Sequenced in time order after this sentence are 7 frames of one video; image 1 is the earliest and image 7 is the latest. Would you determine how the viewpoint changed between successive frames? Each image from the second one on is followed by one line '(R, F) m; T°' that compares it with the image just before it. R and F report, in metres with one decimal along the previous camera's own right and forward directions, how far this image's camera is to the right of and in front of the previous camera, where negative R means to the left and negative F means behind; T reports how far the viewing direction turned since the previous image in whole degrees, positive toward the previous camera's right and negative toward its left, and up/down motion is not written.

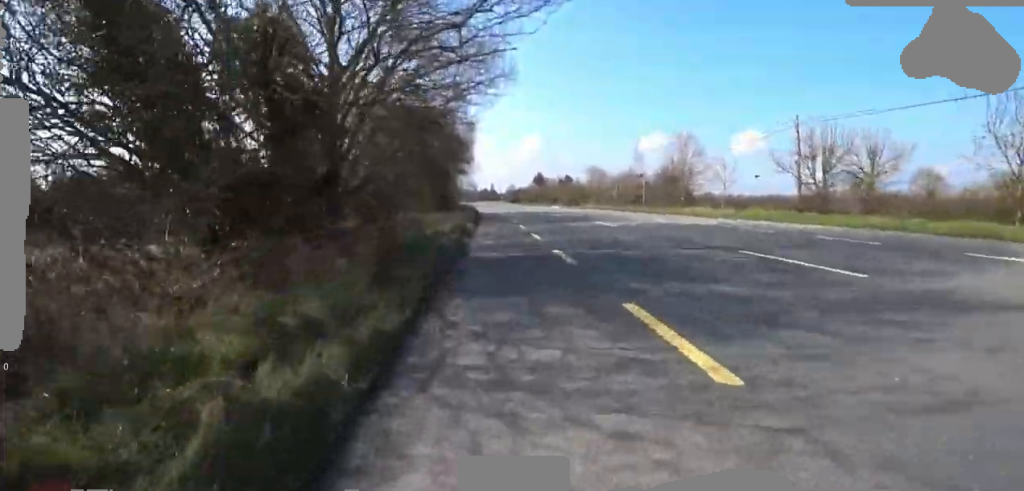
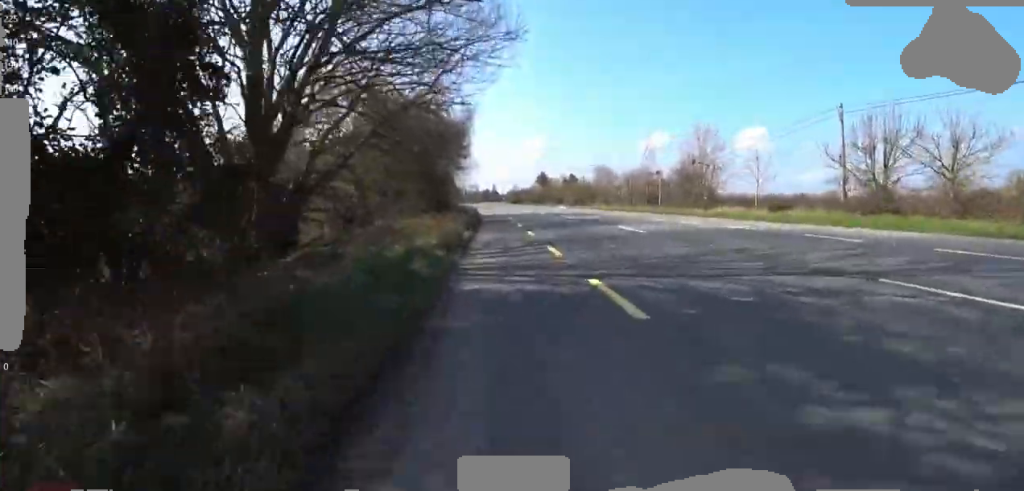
(0.0, +3.4) m; 0°
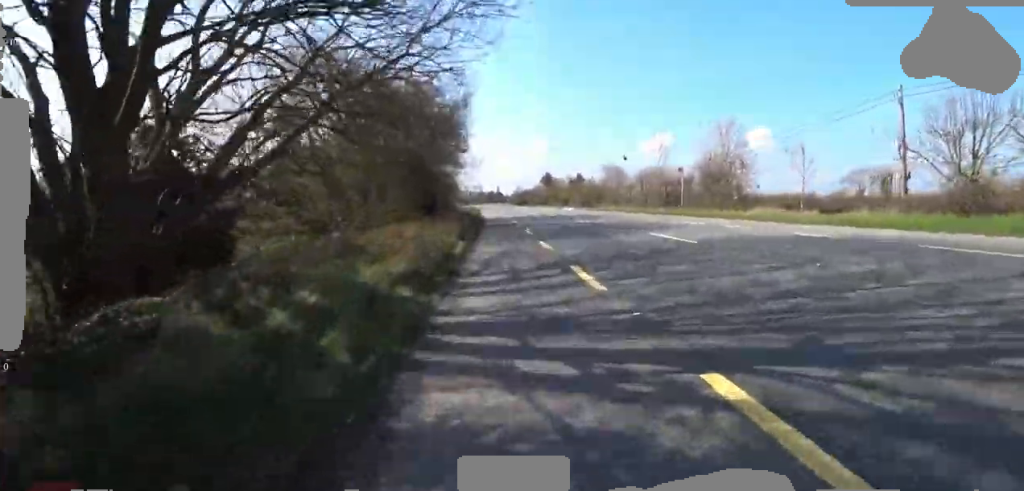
(0.0, +3.4) m; 0°
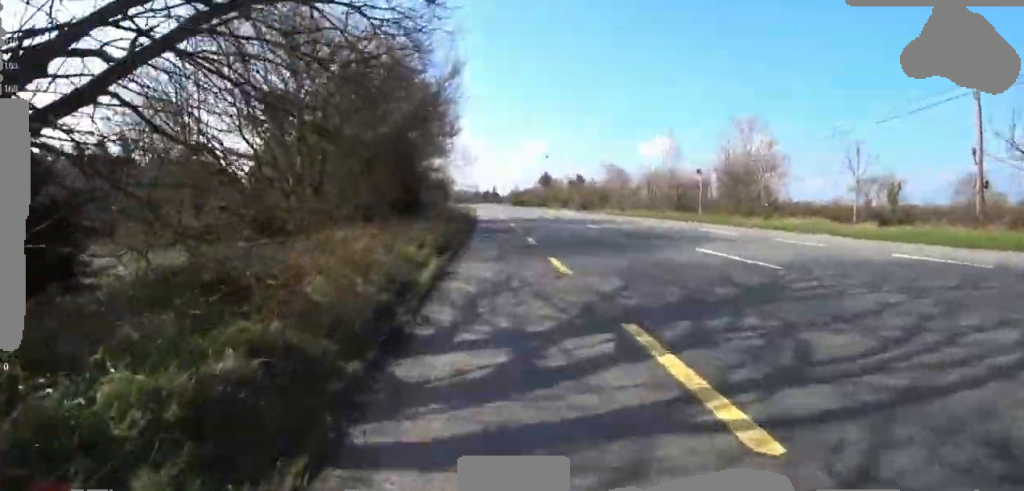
(0.0, +3.5) m; 0°
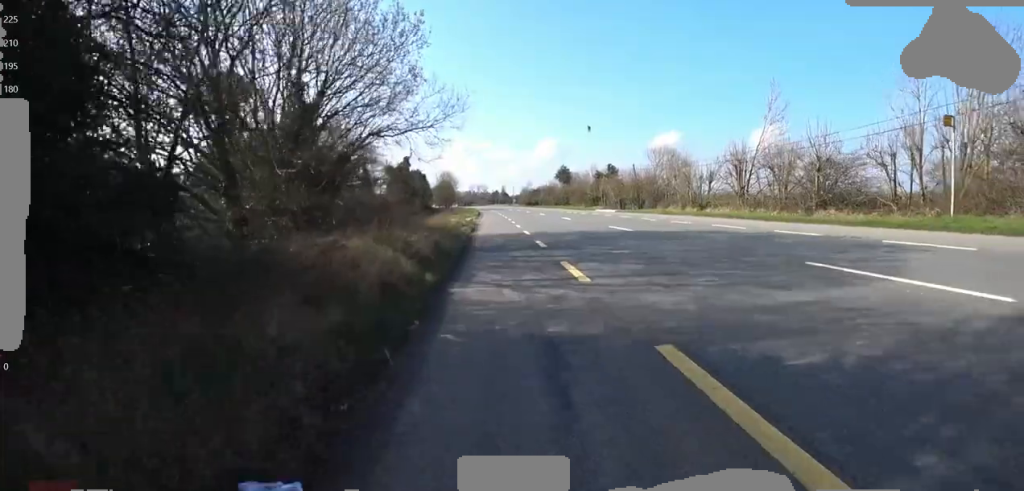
(-0.1, +15.2) m; -8°
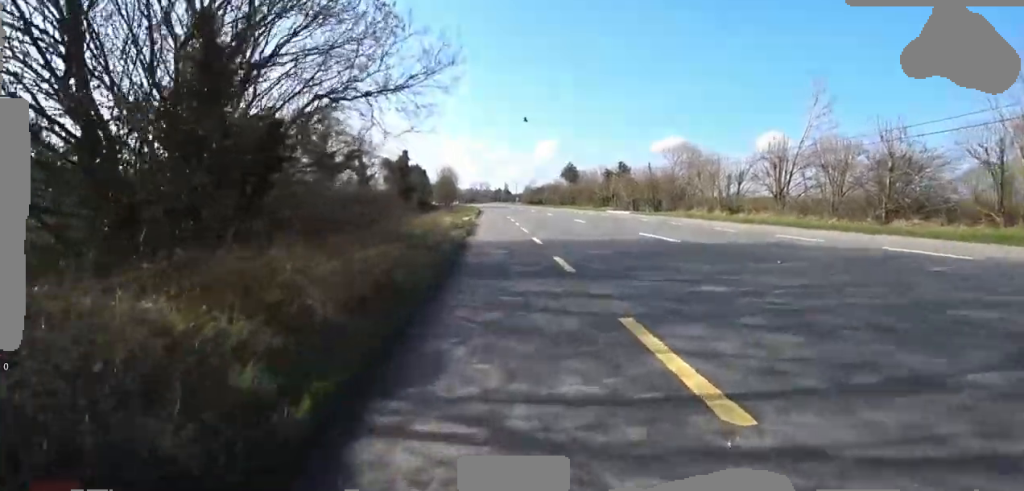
(-0.4, +4.1) m; -1°
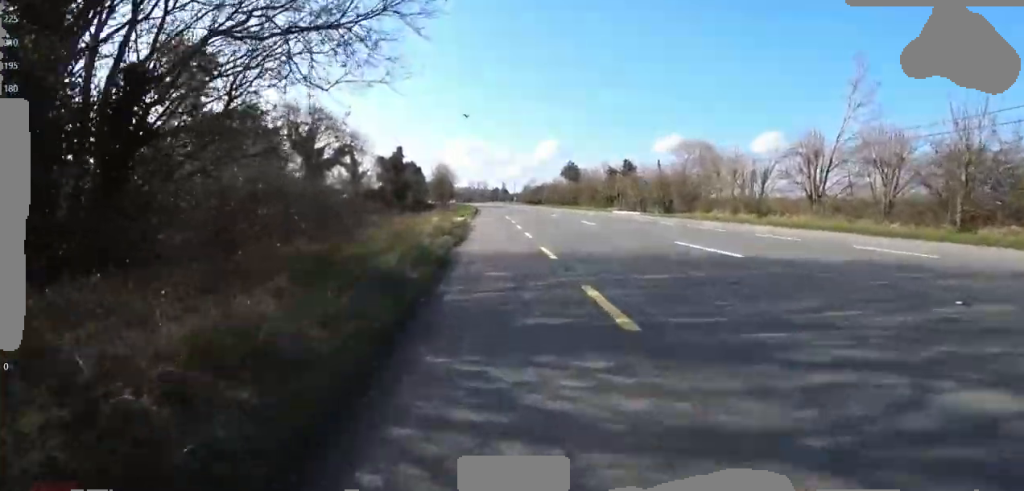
(-0.2, +3.4) m; 0°
